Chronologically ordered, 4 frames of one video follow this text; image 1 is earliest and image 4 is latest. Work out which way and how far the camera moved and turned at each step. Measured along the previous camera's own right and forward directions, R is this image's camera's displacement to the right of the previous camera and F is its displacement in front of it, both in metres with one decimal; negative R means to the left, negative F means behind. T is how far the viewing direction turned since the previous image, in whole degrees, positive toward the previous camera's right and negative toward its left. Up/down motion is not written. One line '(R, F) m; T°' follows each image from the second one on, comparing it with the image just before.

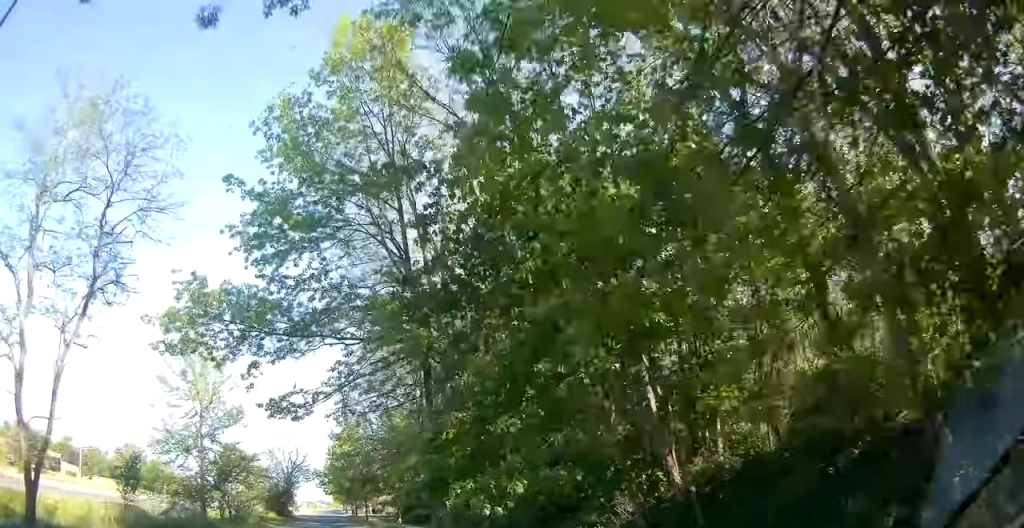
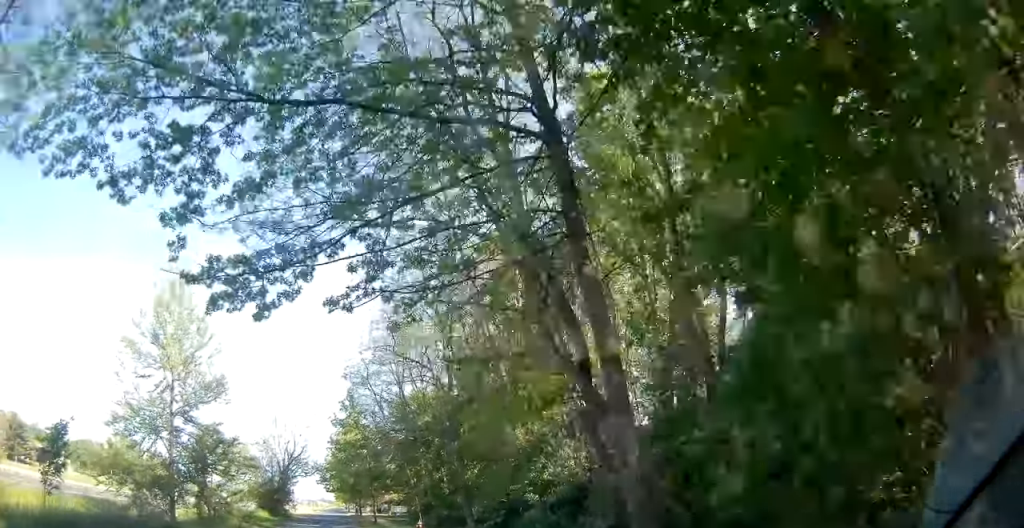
(+0.2, +9.0) m; 0°
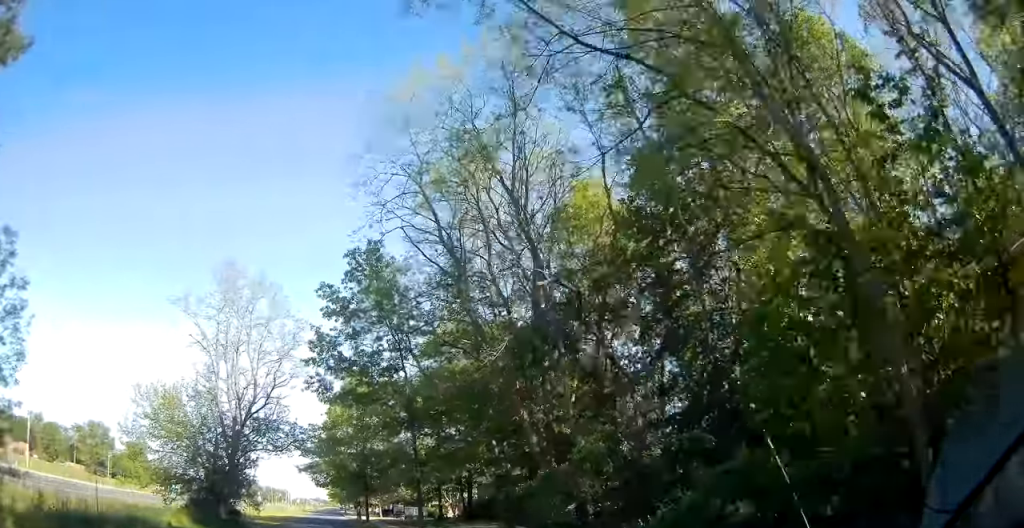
(-0.3, +28.9) m; +1°
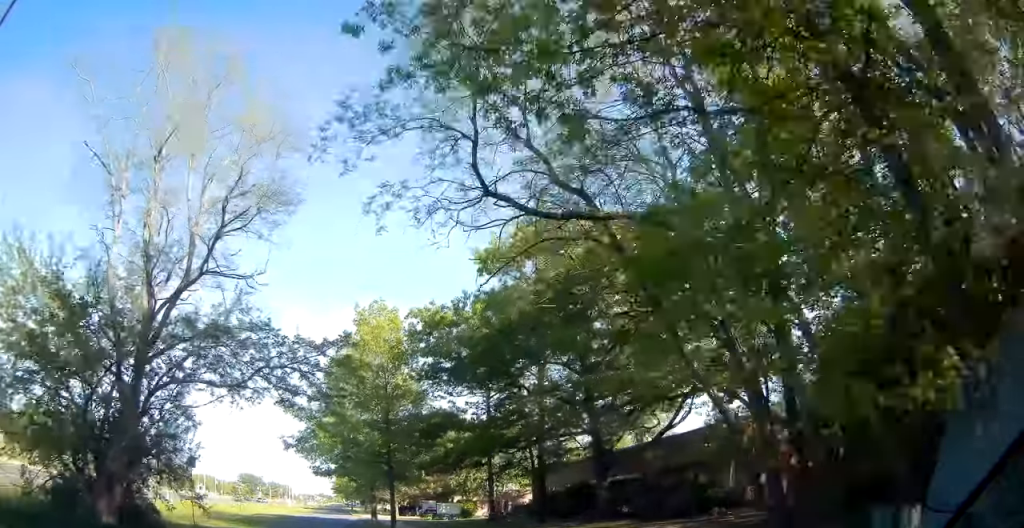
(+0.4, +18.7) m; +1°
